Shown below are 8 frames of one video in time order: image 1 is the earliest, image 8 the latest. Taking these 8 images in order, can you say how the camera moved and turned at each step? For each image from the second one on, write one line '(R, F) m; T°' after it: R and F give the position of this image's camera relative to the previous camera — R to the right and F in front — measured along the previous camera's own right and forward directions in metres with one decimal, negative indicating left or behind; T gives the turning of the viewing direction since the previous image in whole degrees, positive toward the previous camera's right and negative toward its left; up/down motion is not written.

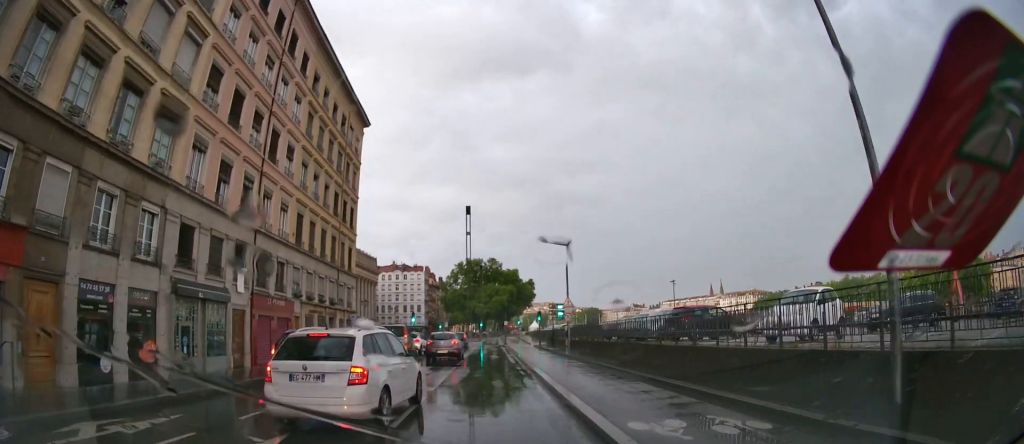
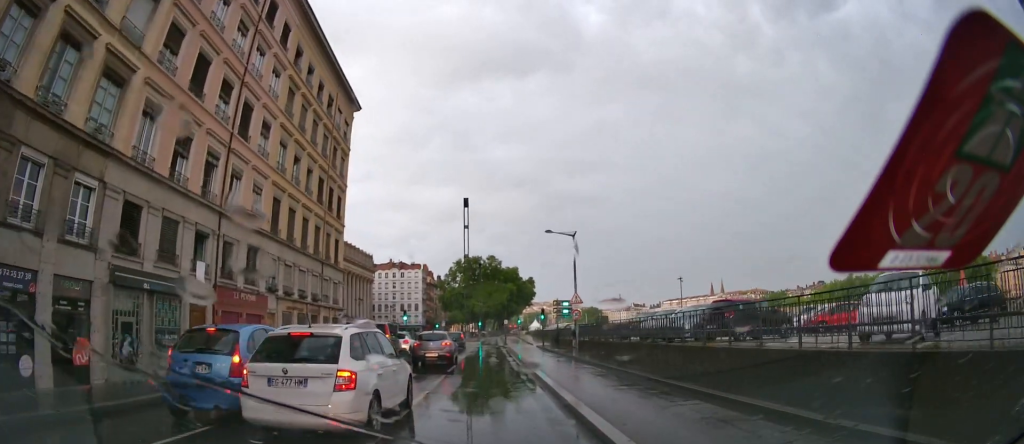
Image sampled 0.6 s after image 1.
(0.0, +3.6) m; 0°
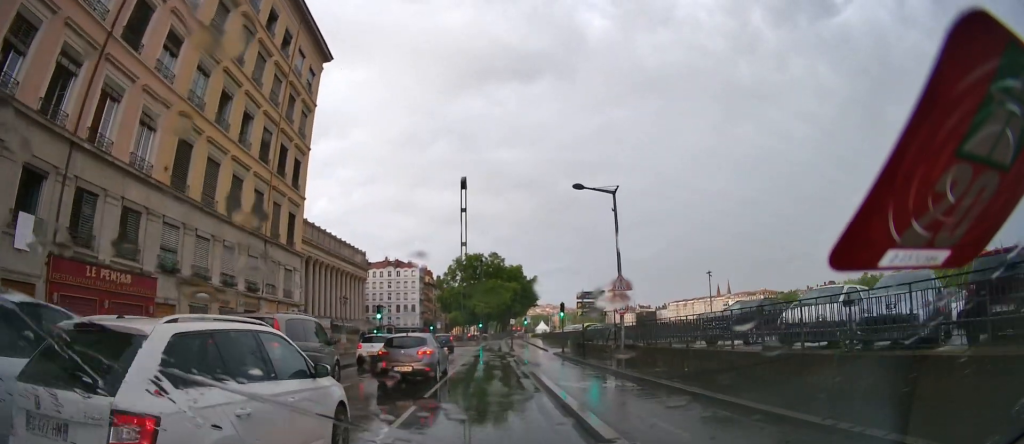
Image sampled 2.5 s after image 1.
(-0.2, +10.5) m; -2°
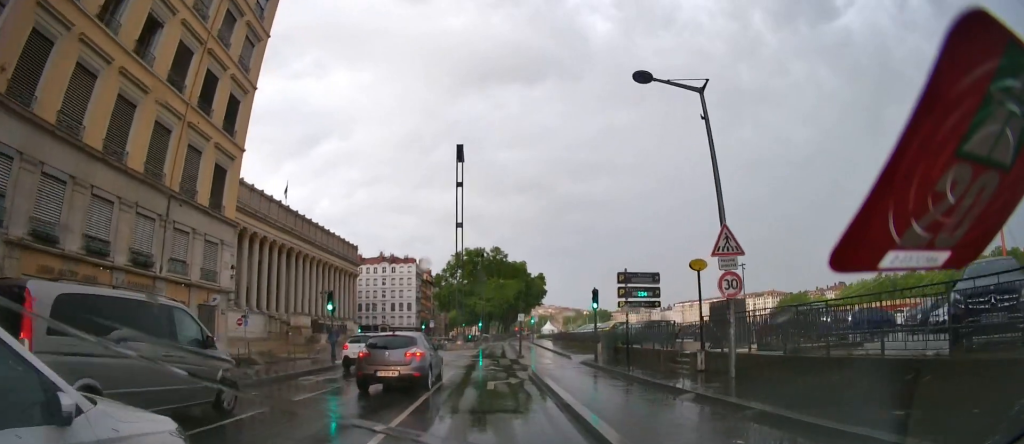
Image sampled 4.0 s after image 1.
(+0.2, +10.0) m; +2°
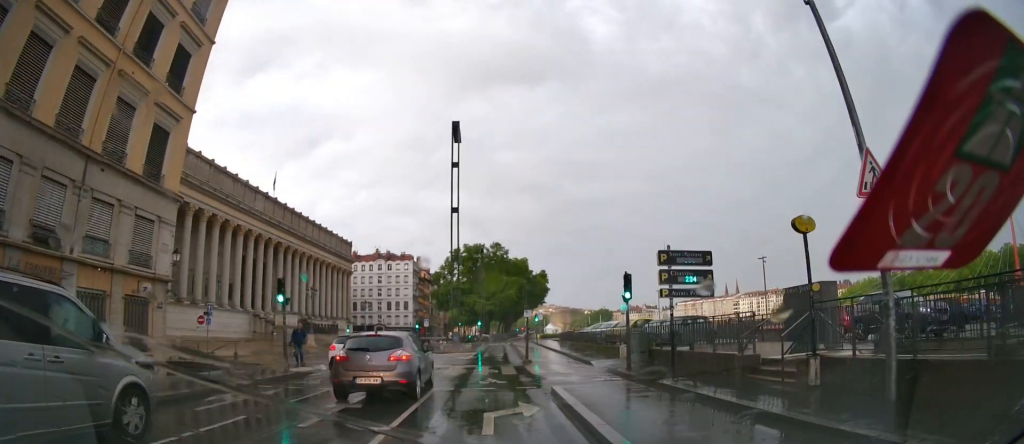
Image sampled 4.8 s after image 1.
(0.0, +5.1) m; 0°
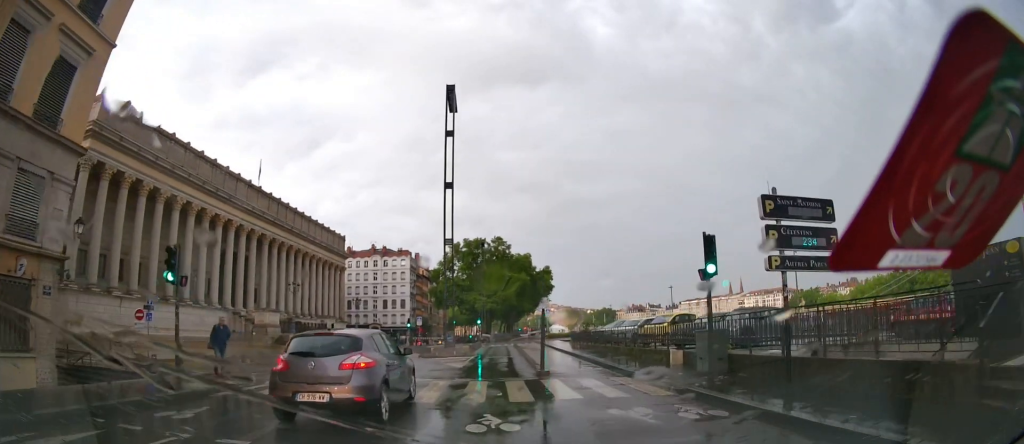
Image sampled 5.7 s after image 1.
(0.0, +6.3) m; -1°
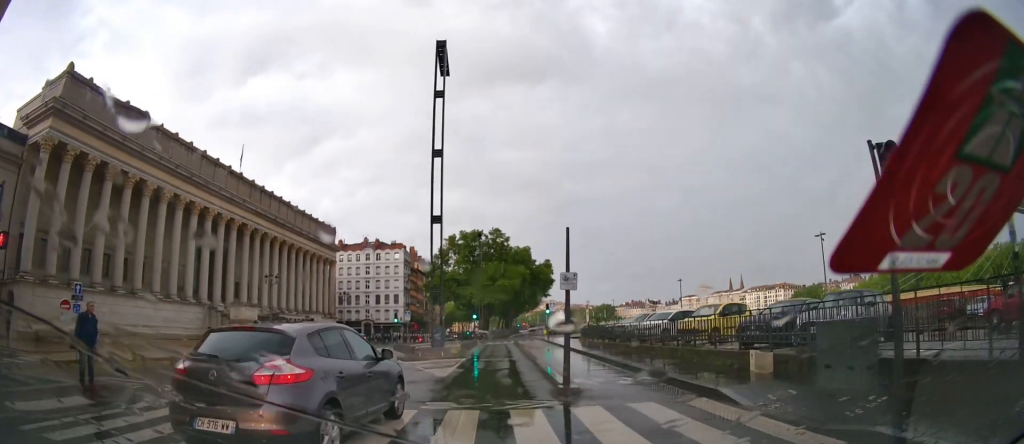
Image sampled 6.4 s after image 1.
(0.0, +5.1) m; -1°
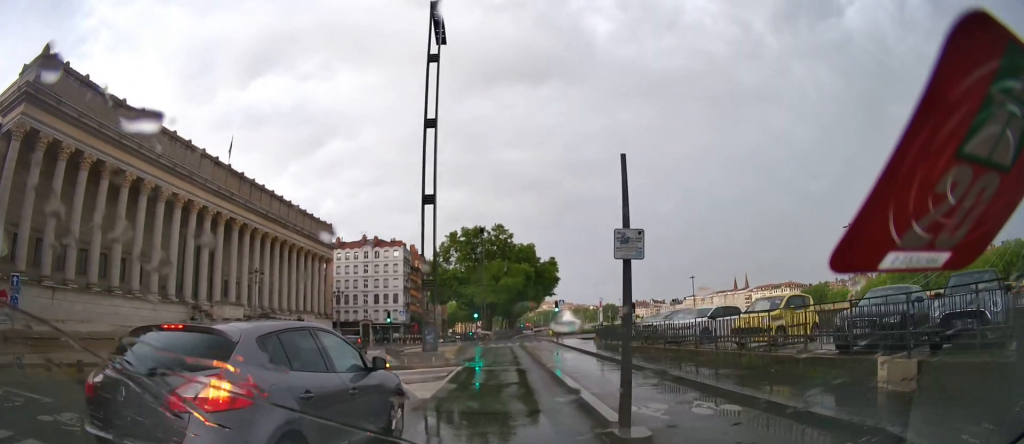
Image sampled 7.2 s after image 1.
(0.0, +4.4) m; -2°
